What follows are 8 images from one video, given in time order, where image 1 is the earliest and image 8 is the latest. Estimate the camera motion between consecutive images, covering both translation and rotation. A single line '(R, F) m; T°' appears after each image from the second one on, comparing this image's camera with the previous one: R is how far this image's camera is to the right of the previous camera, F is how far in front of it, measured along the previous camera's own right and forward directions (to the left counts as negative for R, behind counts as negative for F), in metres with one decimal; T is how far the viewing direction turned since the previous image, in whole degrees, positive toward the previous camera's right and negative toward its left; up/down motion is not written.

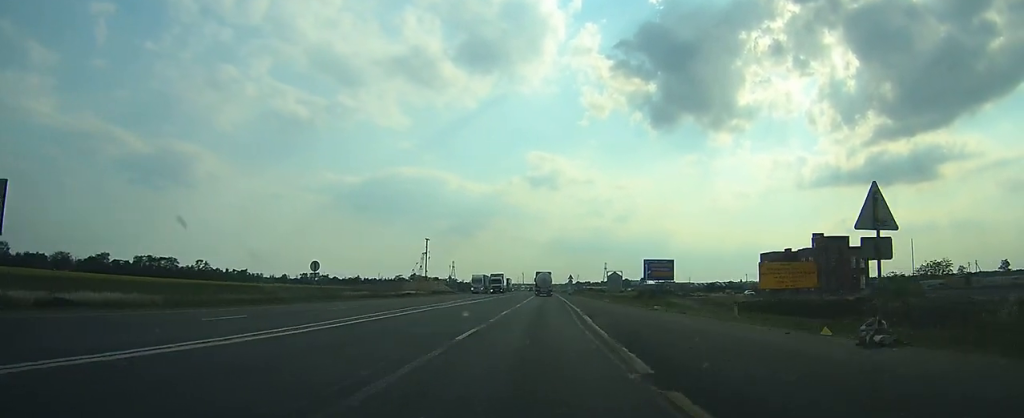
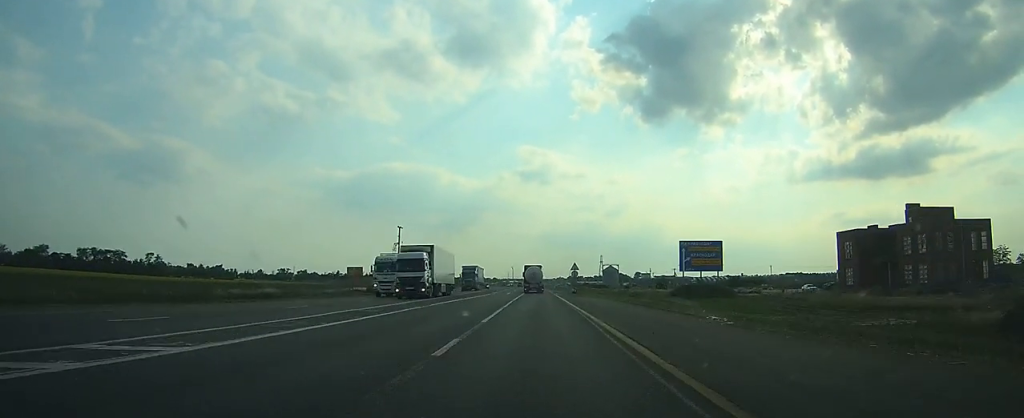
(+0.6, +38.9) m; +1°
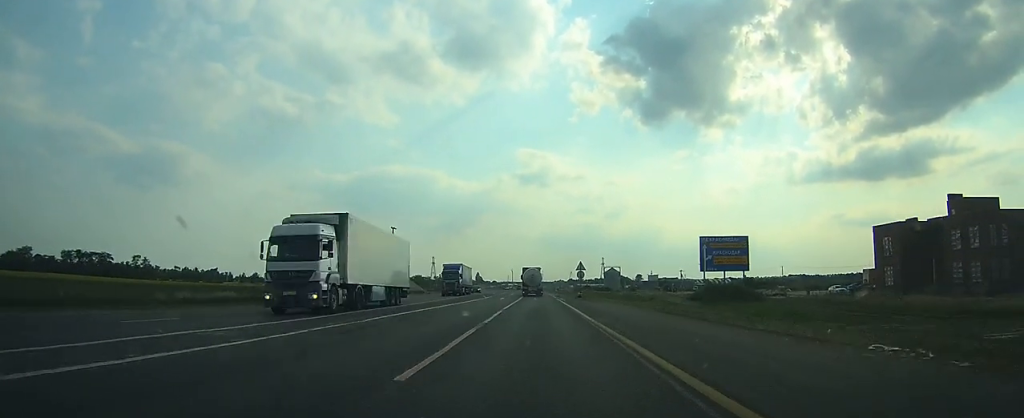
(0.0, +11.1) m; 0°
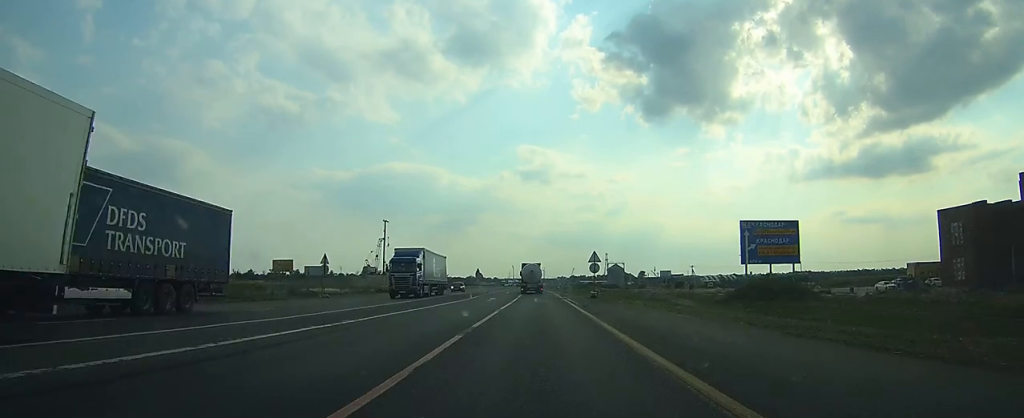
(+0.1, +15.0) m; 0°
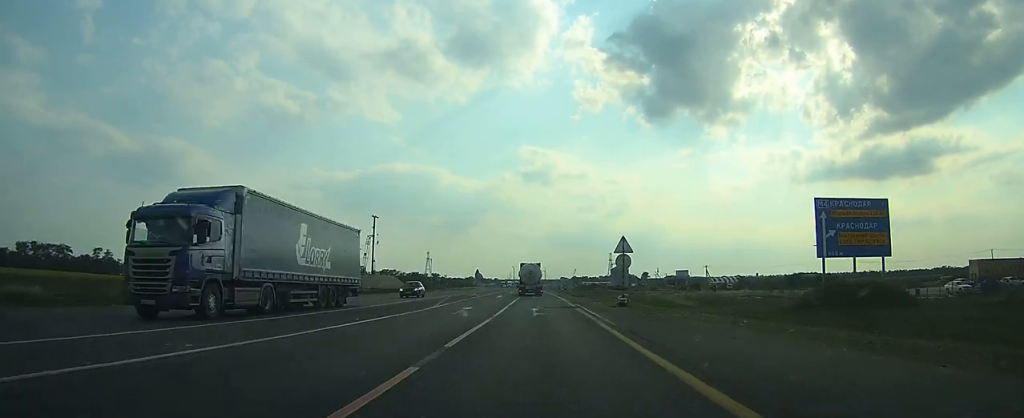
(0.0, +17.2) m; 0°
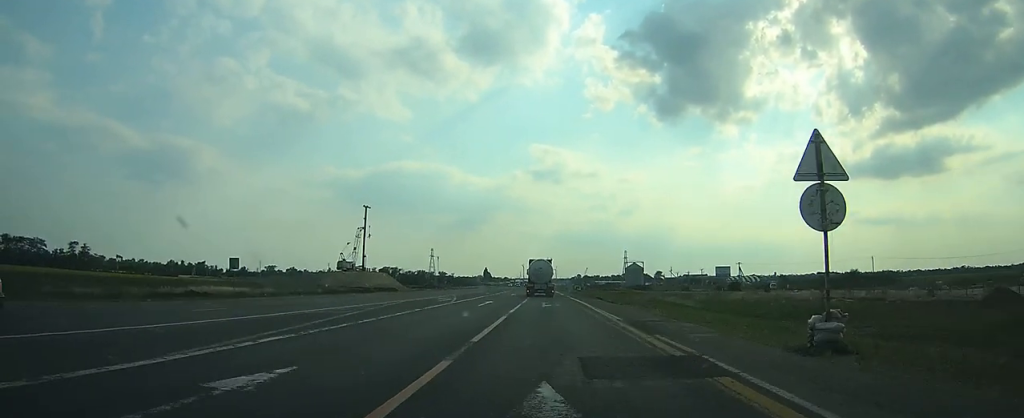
(0.0, +24.5) m; 0°
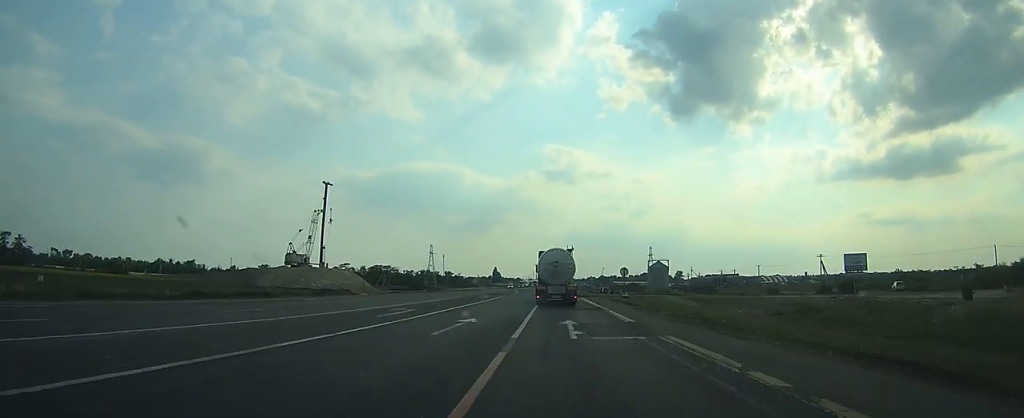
(-0.4, +50.4) m; -1°
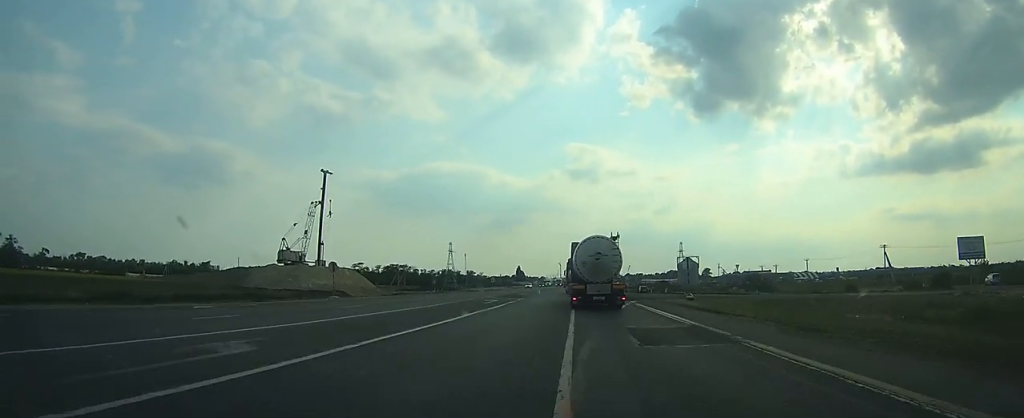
(-0.2, +17.6) m; -1°
